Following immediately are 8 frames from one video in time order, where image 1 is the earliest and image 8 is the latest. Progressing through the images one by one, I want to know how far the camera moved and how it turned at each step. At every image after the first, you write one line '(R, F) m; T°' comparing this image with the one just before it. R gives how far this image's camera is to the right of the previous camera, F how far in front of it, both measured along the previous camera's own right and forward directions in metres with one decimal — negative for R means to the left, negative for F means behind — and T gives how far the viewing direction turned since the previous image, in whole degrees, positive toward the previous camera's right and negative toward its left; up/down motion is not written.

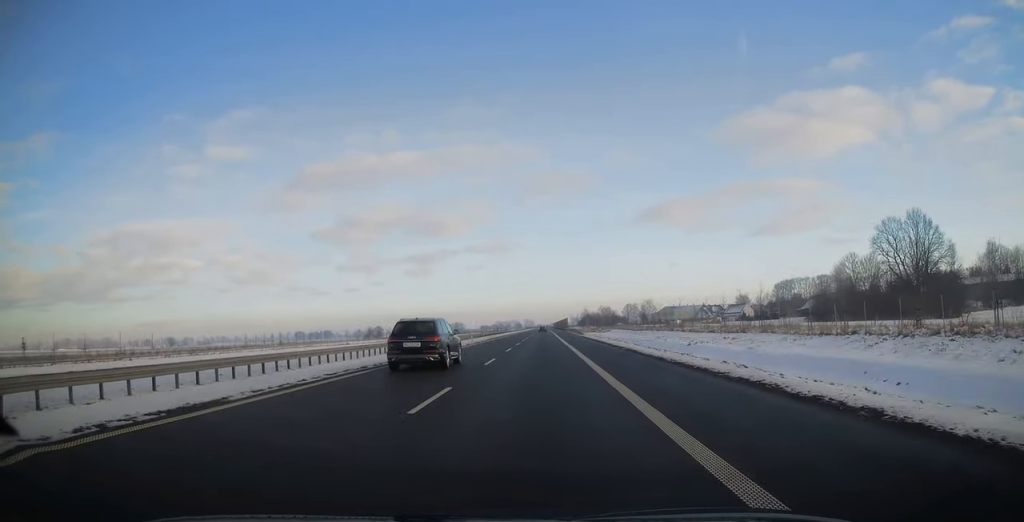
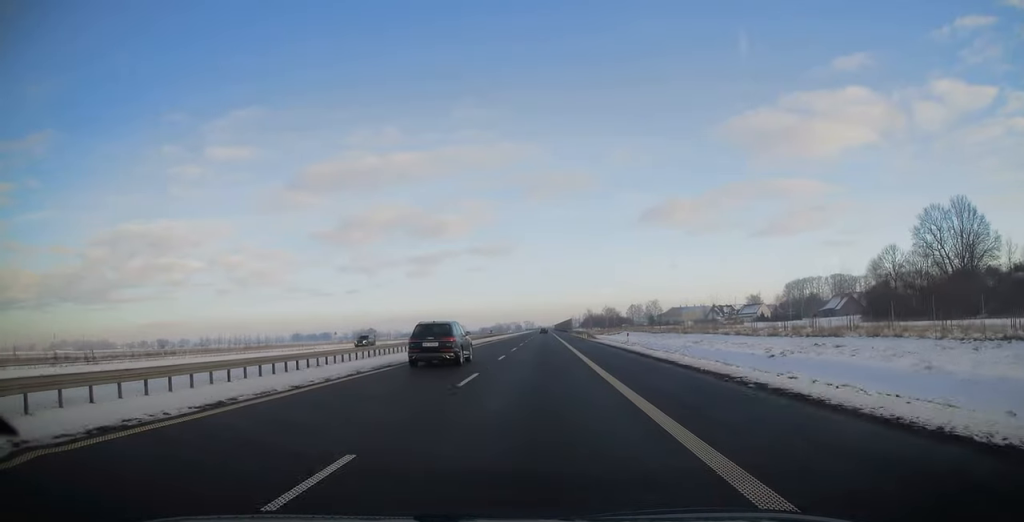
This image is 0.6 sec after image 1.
(-0.1, +19.1) m; 0°
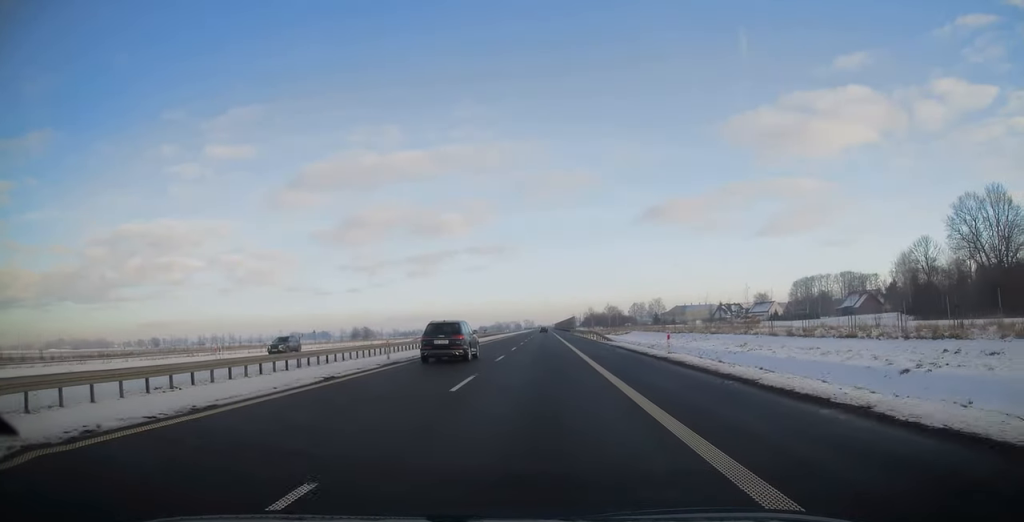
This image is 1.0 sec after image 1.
(+0.1, +13.3) m; 0°
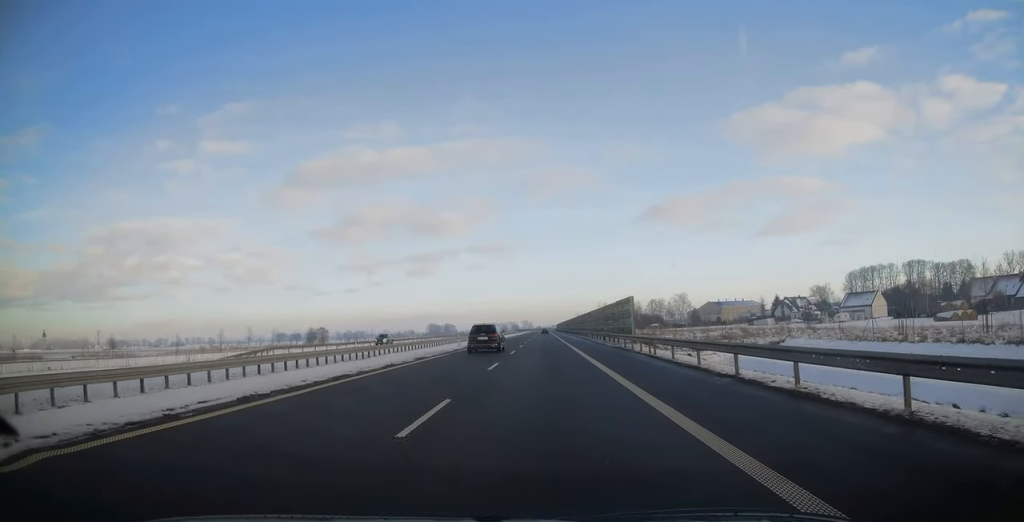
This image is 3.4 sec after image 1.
(+0.2, +77.4) m; 0°
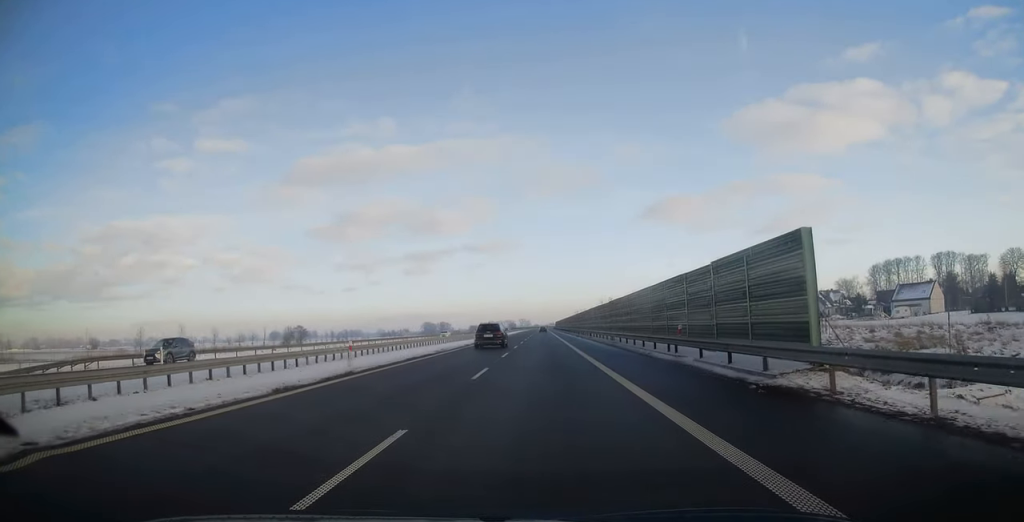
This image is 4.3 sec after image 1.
(-0.1, +27.6) m; 0°
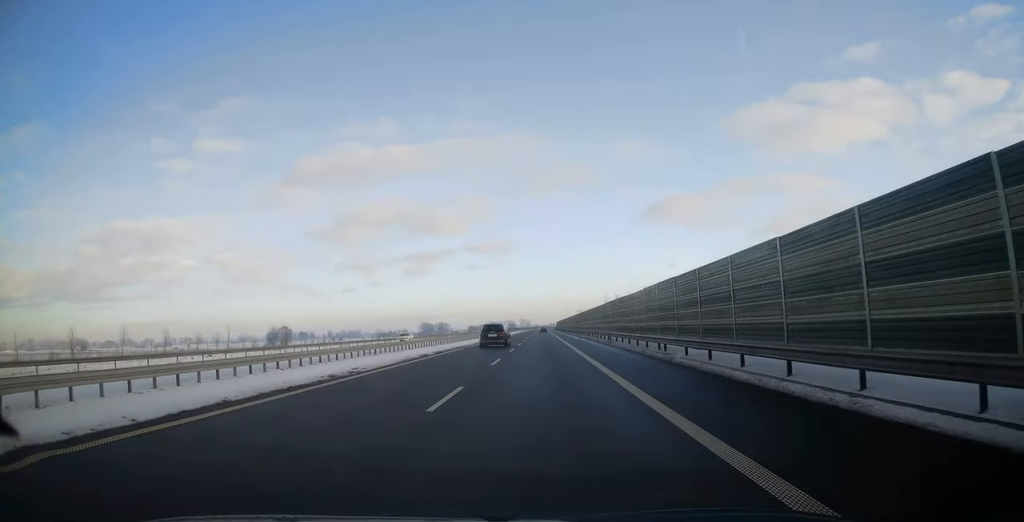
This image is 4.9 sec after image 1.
(-0.1, +18.0) m; 0°
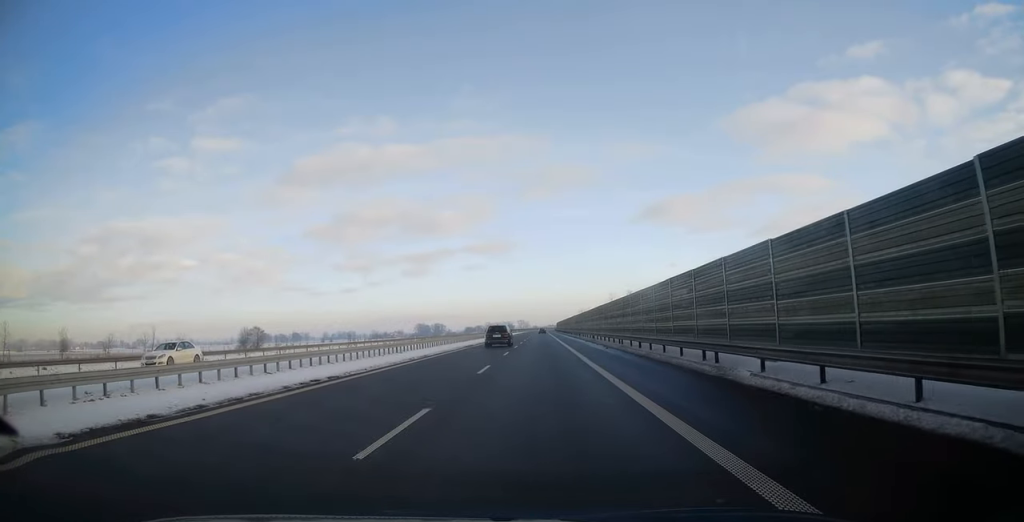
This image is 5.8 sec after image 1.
(+0.3, +27.6) m; +1°
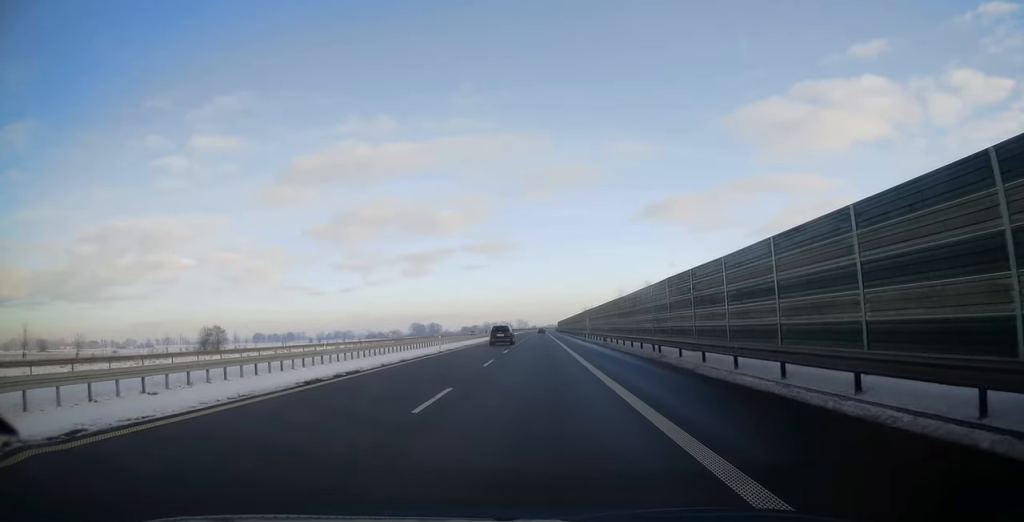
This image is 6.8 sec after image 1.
(0.0, +32.3) m; -1°
